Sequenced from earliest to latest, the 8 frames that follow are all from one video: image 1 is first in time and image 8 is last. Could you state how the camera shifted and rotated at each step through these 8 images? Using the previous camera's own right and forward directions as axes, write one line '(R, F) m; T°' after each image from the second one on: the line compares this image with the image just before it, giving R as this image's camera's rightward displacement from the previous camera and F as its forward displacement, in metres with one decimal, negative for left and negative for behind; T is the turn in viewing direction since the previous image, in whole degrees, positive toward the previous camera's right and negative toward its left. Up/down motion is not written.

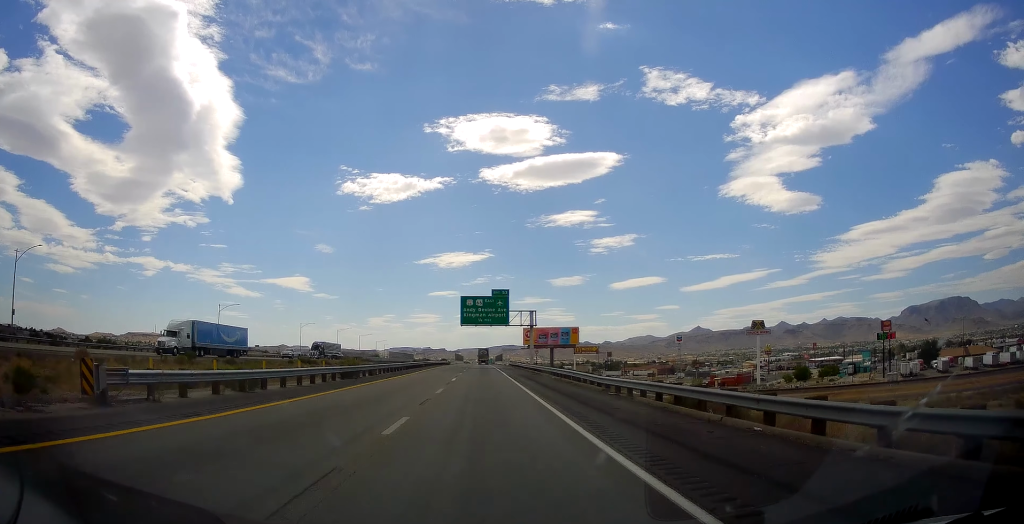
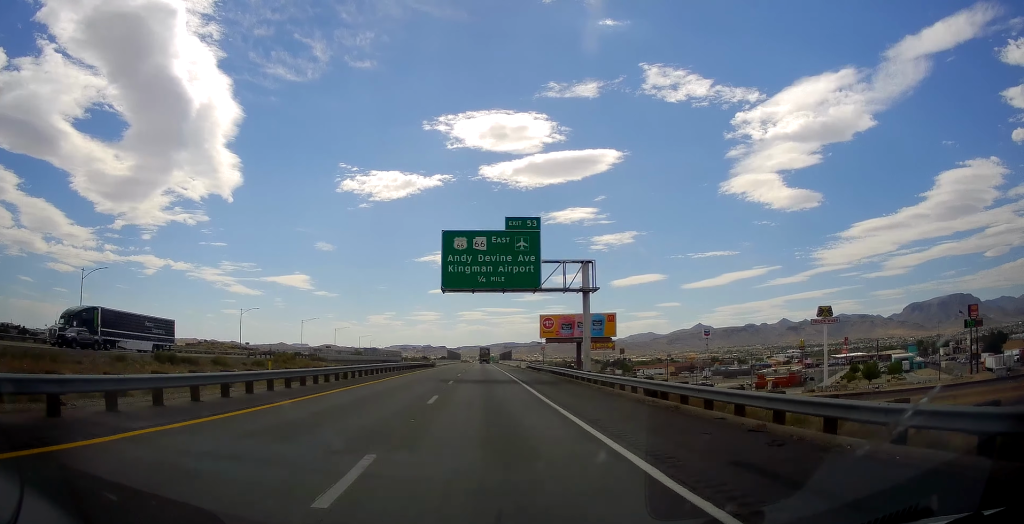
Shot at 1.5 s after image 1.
(+0.2, +42.0) m; 0°
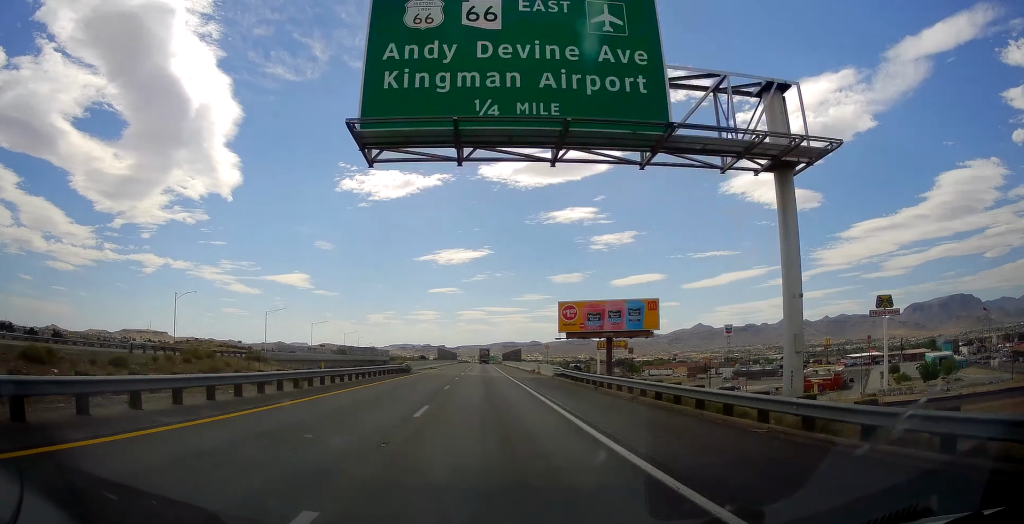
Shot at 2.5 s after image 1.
(+0.2, +27.4) m; 0°
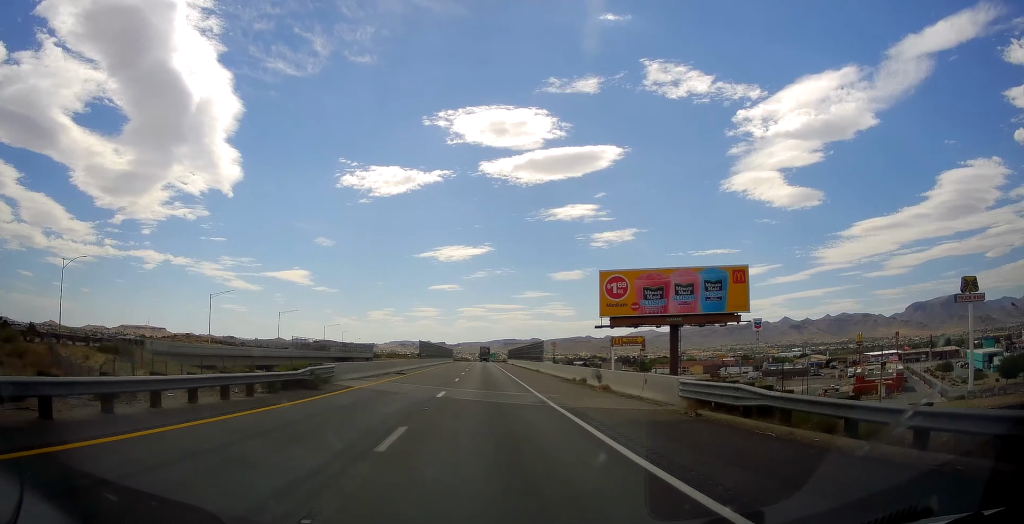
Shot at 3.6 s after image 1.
(-0.2, +29.3) m; -1°
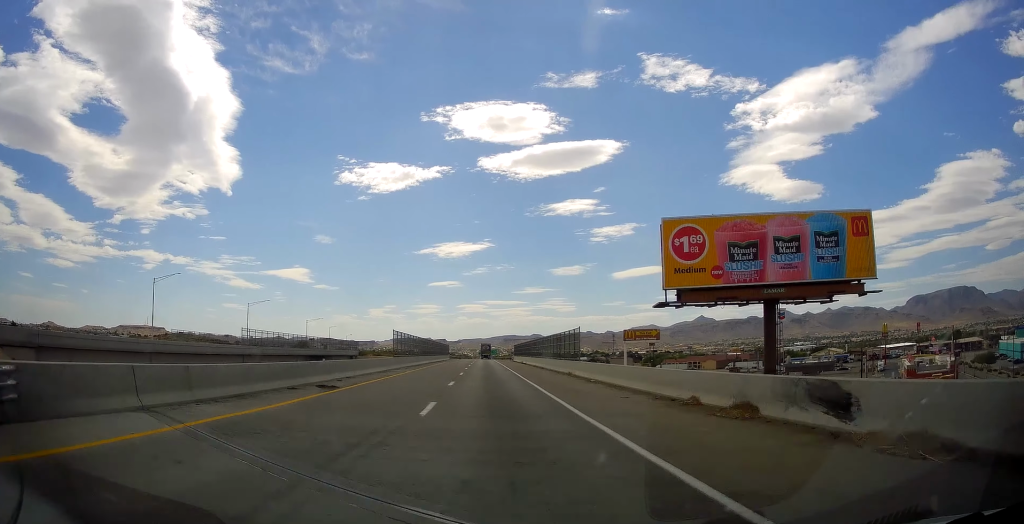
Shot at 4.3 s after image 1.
(-0.1, +20.3) m; 0°
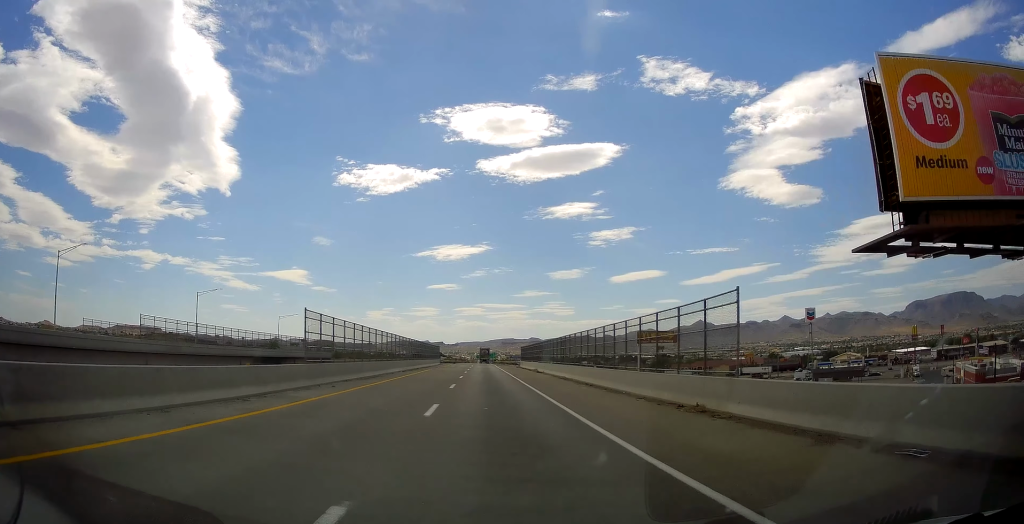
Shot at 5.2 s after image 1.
(+0.1, +23.2) m; +1°
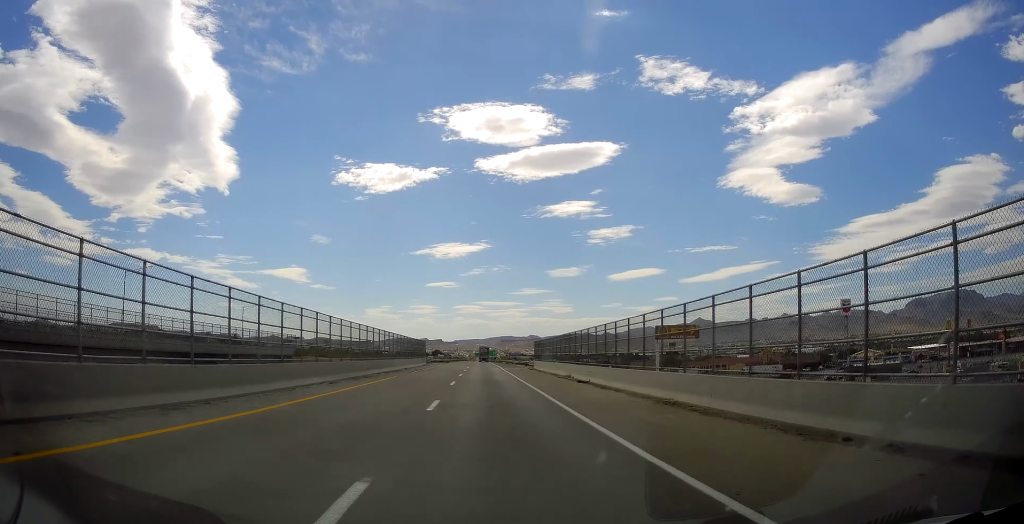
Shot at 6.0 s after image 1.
(+0.3, +23.3) m; 0°
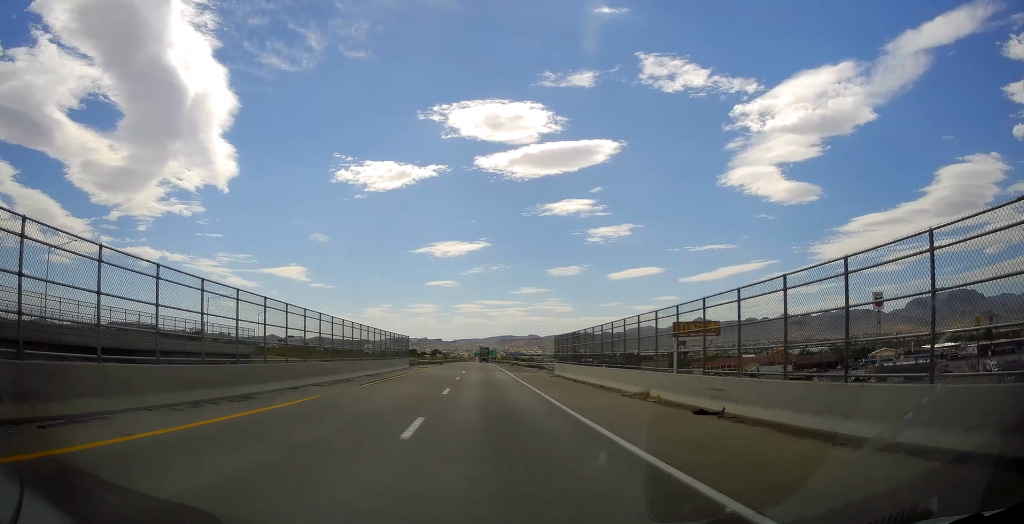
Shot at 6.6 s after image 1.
(-0.3, +17.7) m; -1°
